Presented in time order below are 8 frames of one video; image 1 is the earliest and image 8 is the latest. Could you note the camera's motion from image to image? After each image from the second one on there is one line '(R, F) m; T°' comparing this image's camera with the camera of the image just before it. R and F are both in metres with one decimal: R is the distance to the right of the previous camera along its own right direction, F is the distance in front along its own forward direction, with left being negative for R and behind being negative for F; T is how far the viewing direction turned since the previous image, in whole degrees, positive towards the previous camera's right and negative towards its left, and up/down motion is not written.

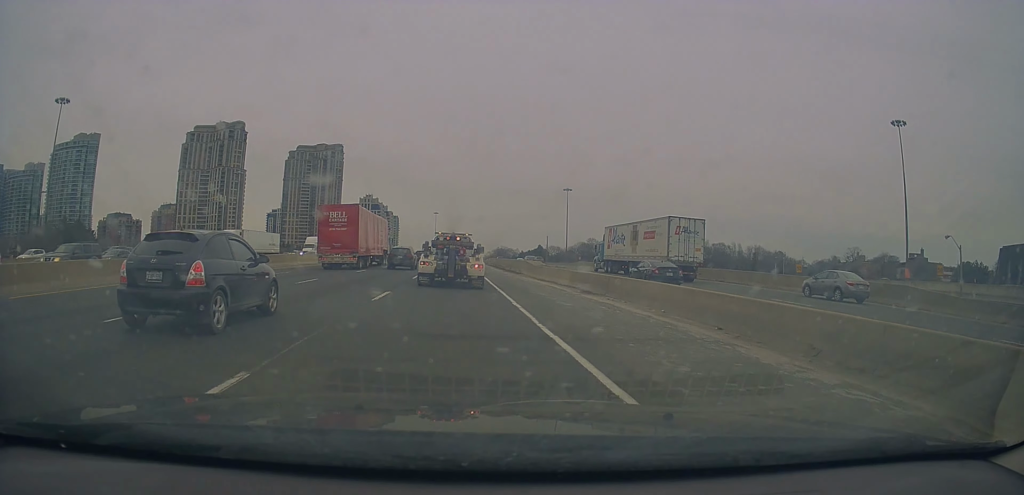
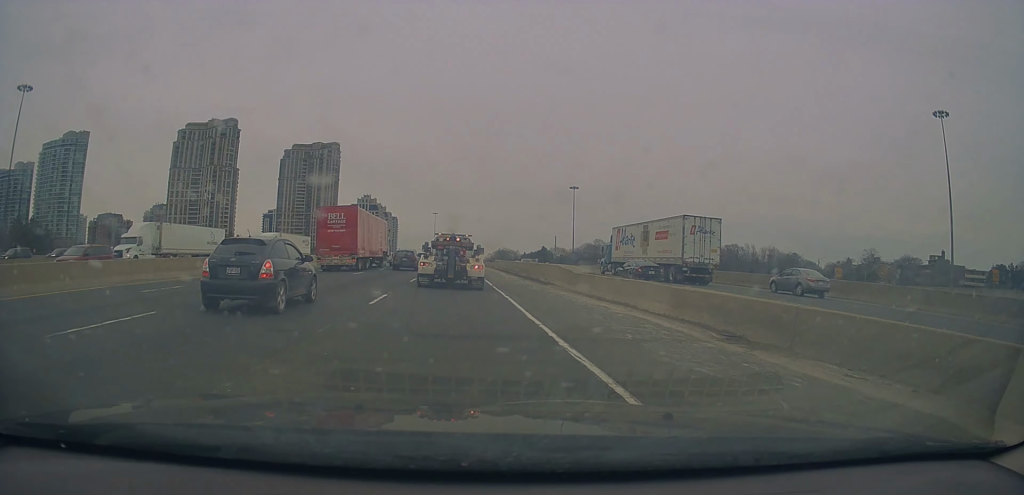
(+0.1, +12.6) m; -1°
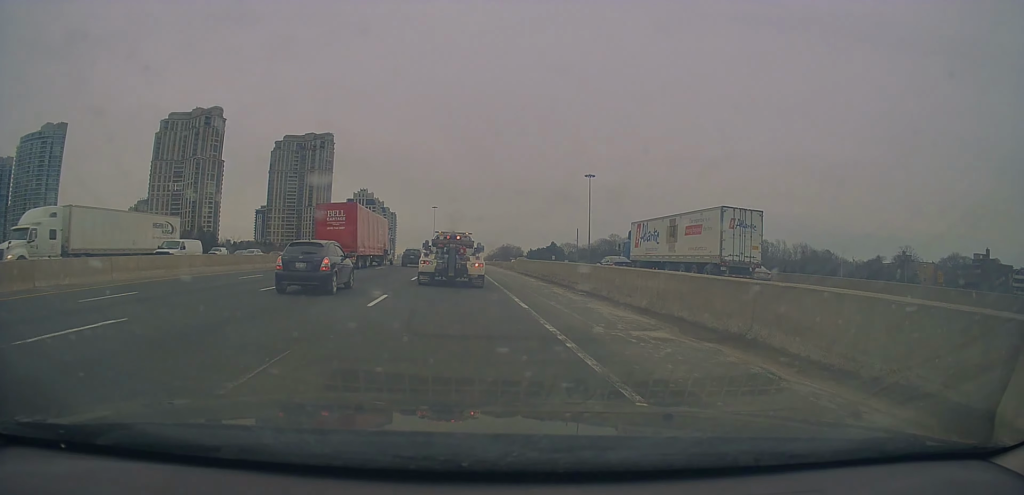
(-0.6, +25.2) m; -1°
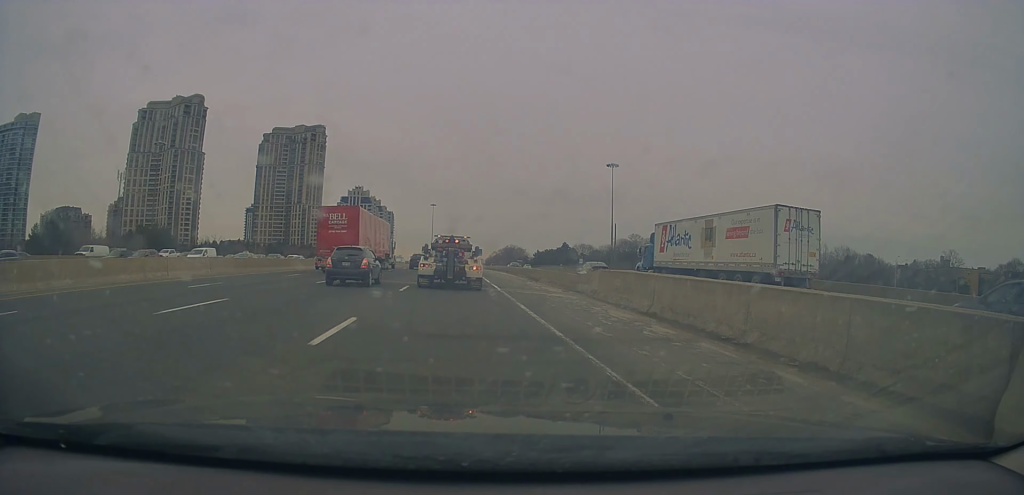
(+0.6, +30.1) m; 0°
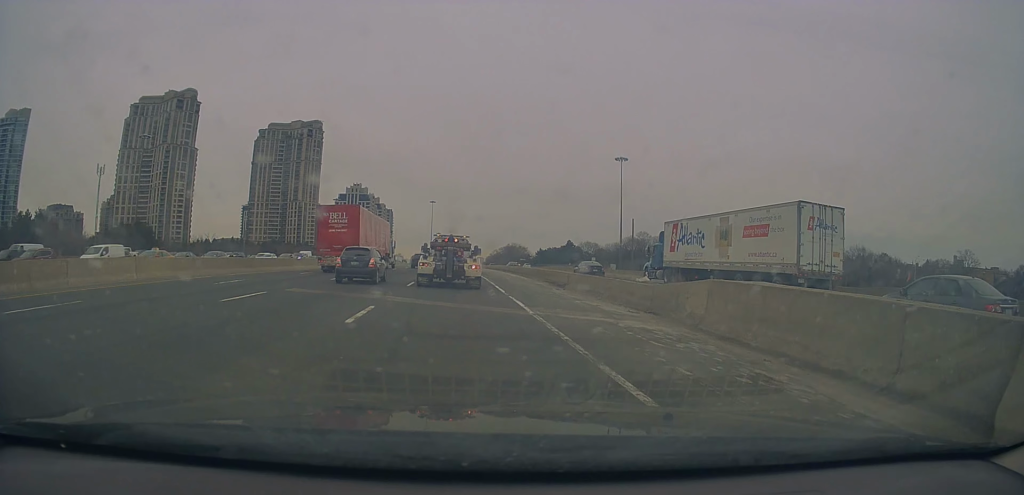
(-0.2, +9.2) m; 0°
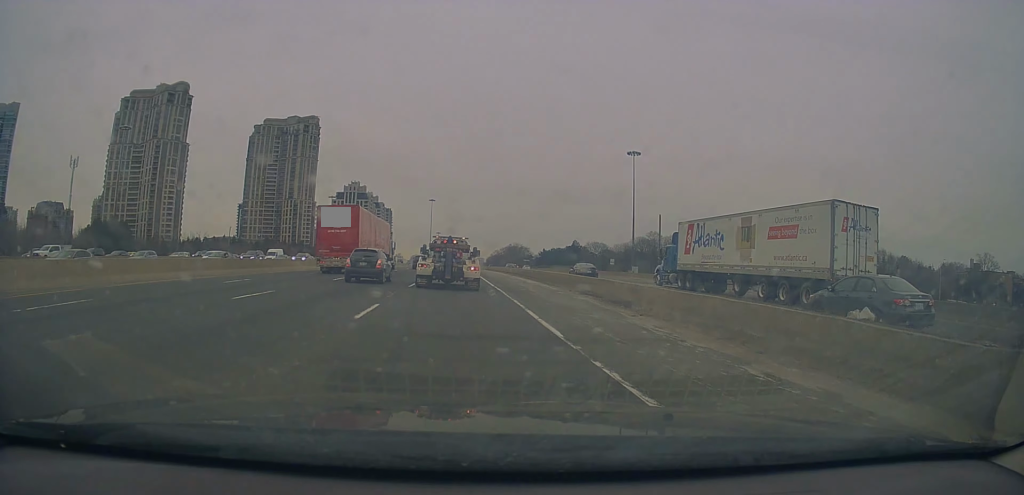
(-0.2, +11.2) m; +1°
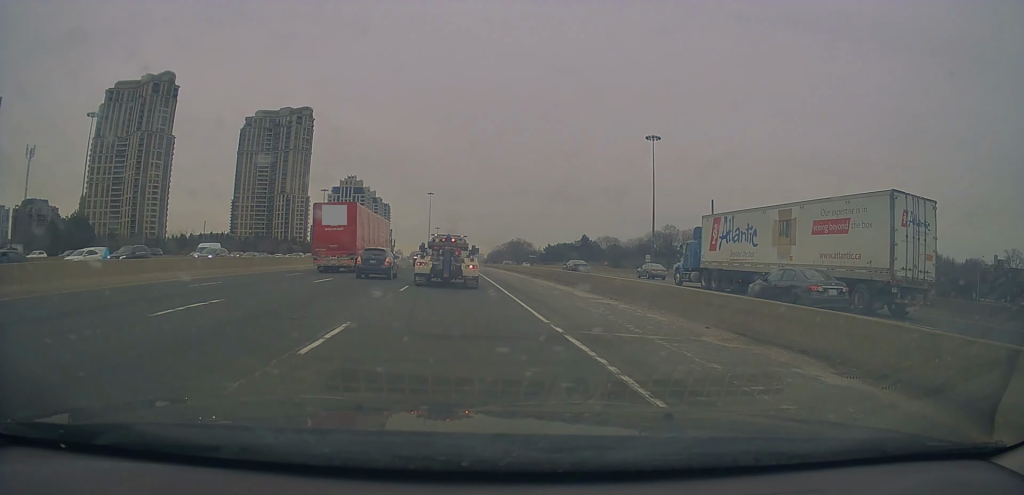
(+0.6, +15.2) m; +1°
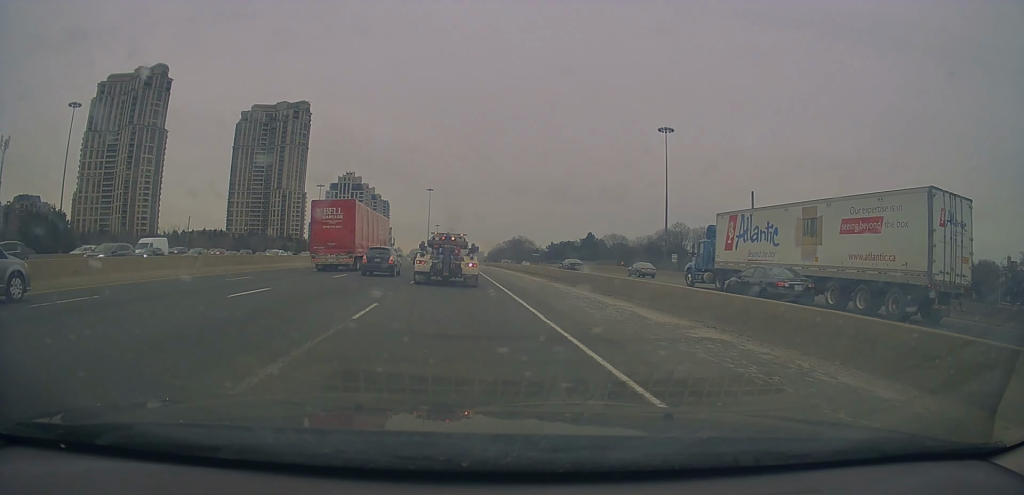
(-0.1, +8.5) m; 0°
